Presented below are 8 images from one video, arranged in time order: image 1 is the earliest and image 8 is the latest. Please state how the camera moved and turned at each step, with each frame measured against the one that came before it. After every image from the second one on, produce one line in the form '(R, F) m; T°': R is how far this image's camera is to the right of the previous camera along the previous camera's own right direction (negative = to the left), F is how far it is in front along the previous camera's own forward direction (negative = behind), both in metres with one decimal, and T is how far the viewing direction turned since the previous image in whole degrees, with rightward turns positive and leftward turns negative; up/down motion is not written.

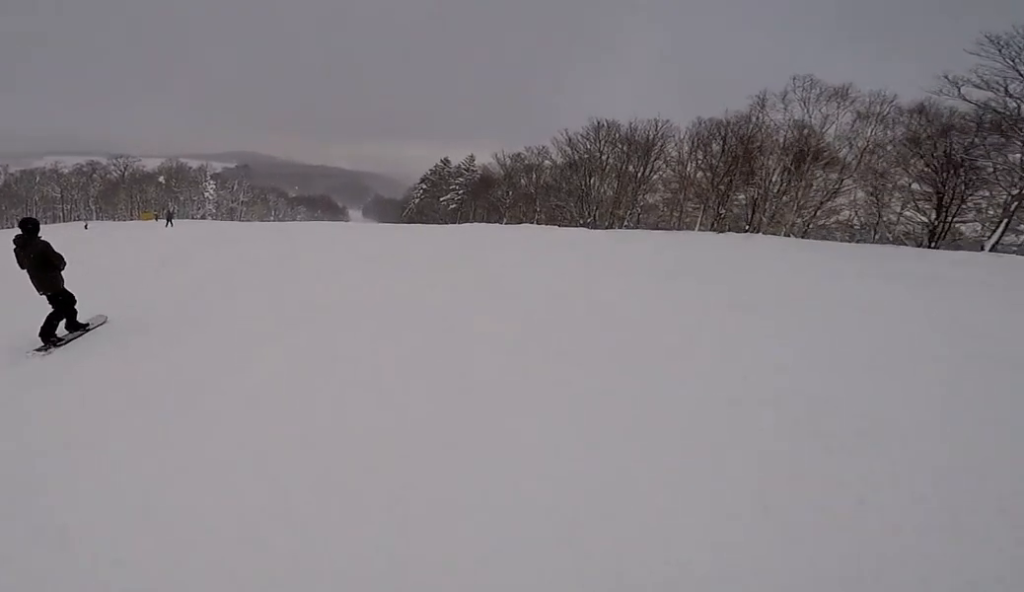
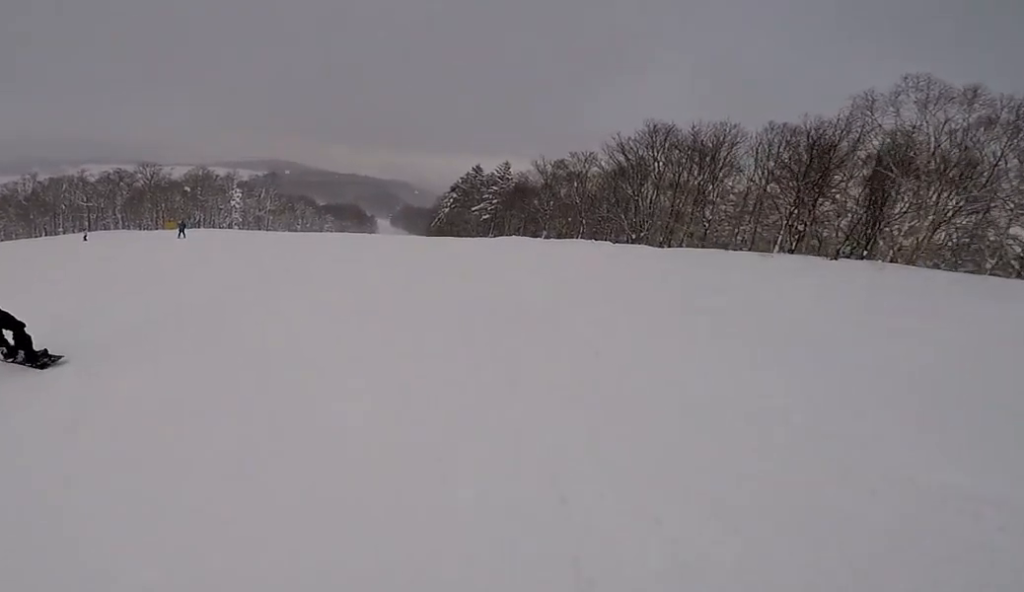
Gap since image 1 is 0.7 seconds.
(-0.1, +3.7) m; +6°
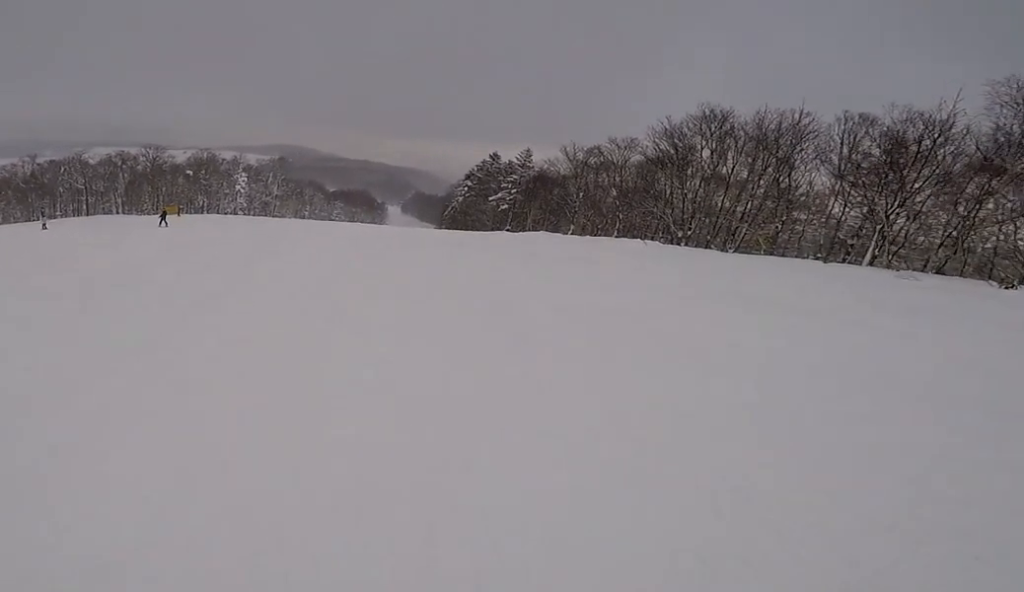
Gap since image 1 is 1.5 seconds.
(+0.8, +4.8) m; -1°
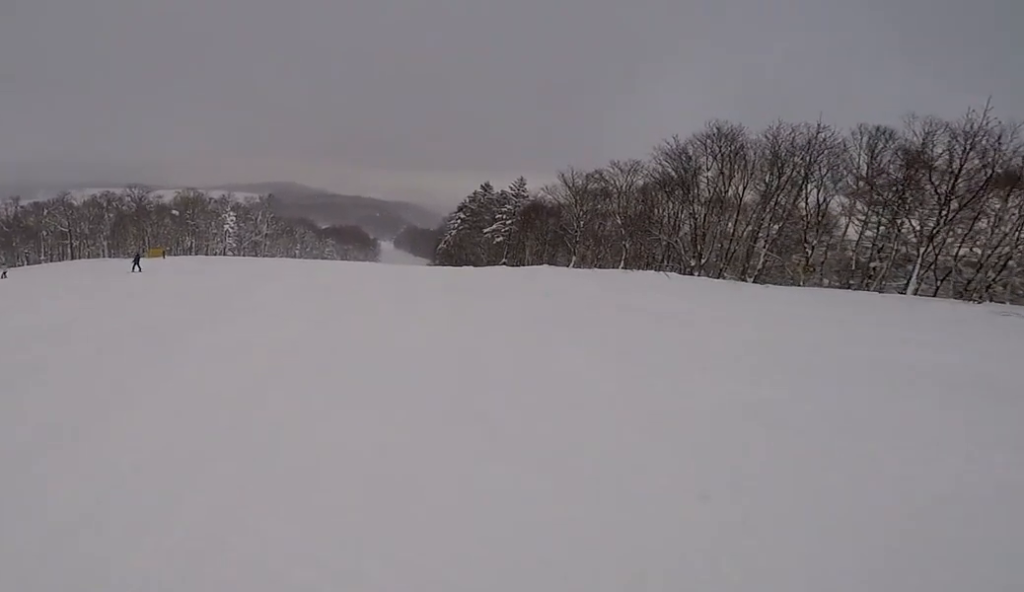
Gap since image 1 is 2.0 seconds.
(-0.4, +2.7) m; -4°
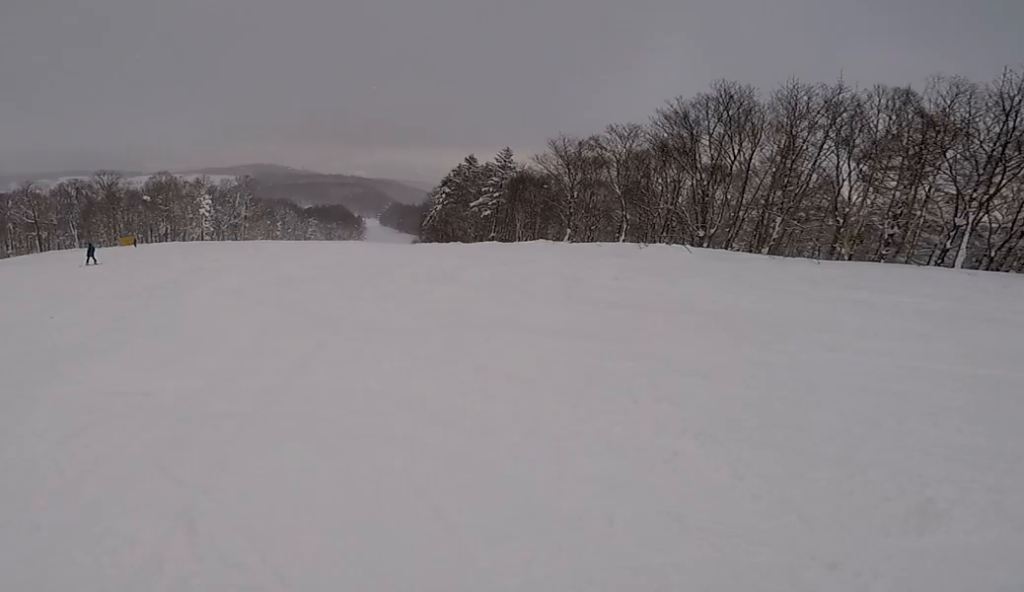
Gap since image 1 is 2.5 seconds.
(-0.2, +2.9) m; -5°
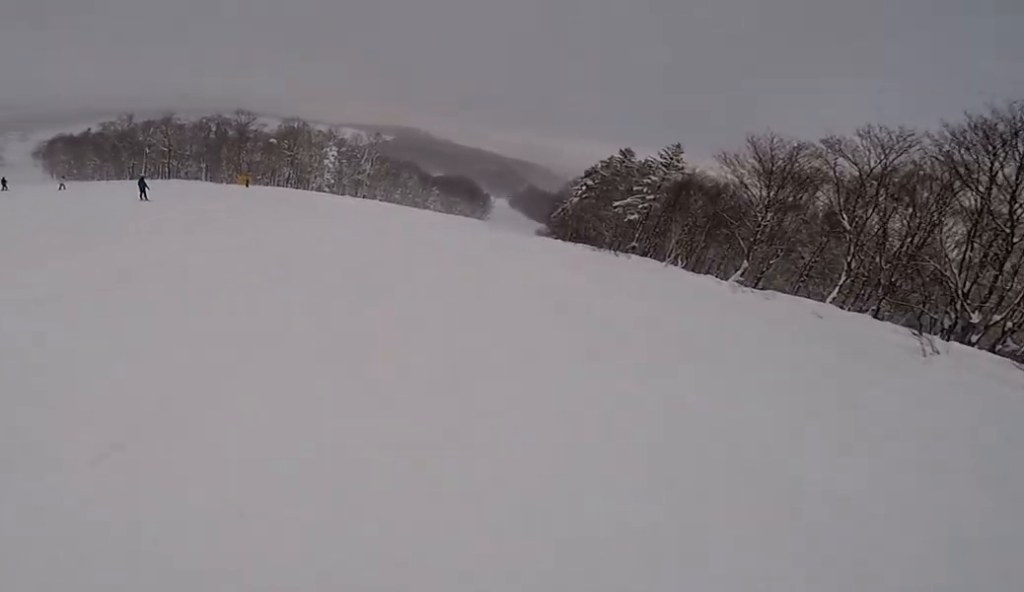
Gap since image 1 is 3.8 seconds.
(-0.6, +8.1) m; -10°
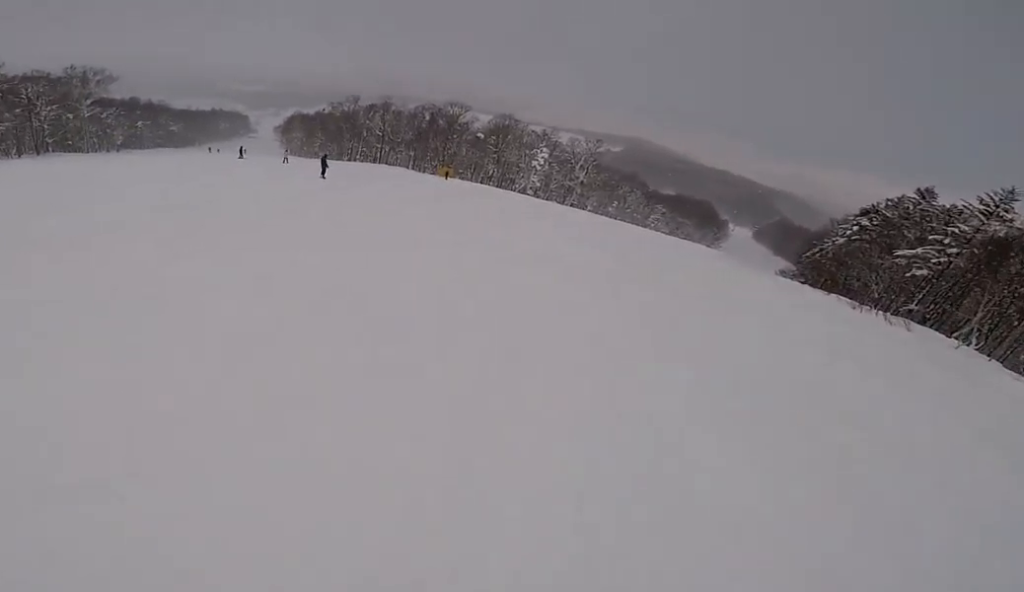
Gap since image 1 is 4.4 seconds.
(-0.4, +4.0) m; -2°
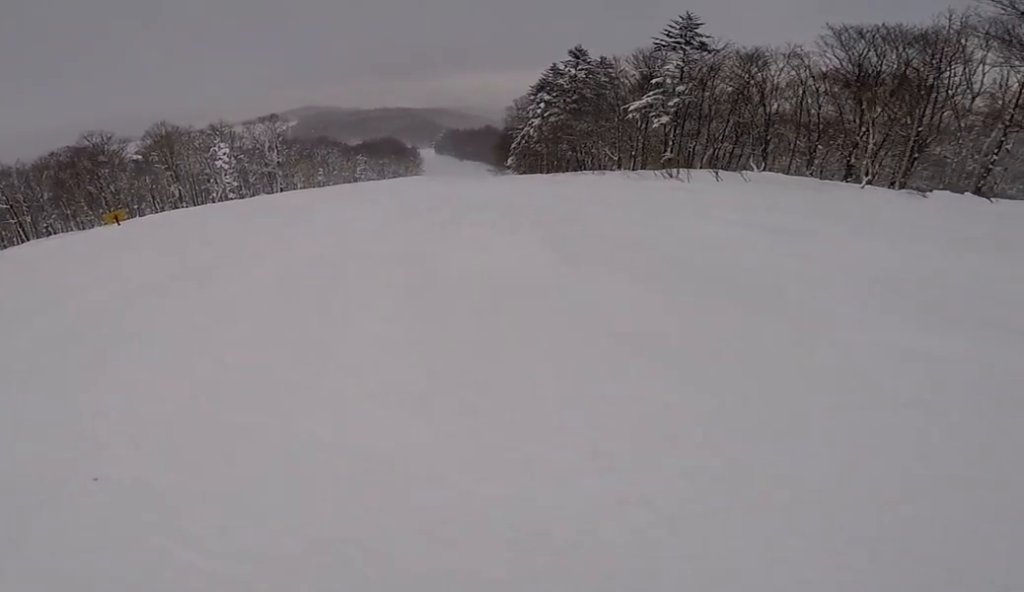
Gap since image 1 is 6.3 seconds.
(+2.4, +13.8) m; +16°
